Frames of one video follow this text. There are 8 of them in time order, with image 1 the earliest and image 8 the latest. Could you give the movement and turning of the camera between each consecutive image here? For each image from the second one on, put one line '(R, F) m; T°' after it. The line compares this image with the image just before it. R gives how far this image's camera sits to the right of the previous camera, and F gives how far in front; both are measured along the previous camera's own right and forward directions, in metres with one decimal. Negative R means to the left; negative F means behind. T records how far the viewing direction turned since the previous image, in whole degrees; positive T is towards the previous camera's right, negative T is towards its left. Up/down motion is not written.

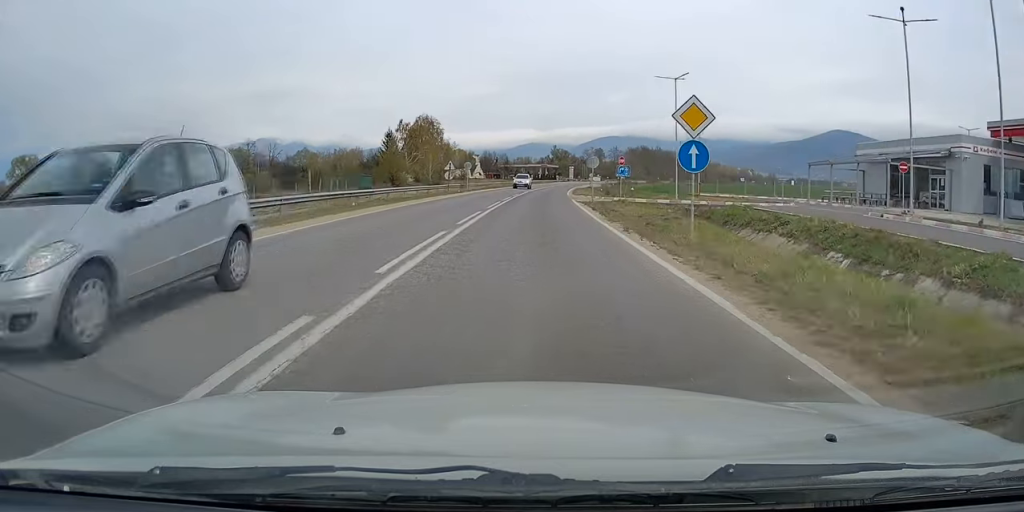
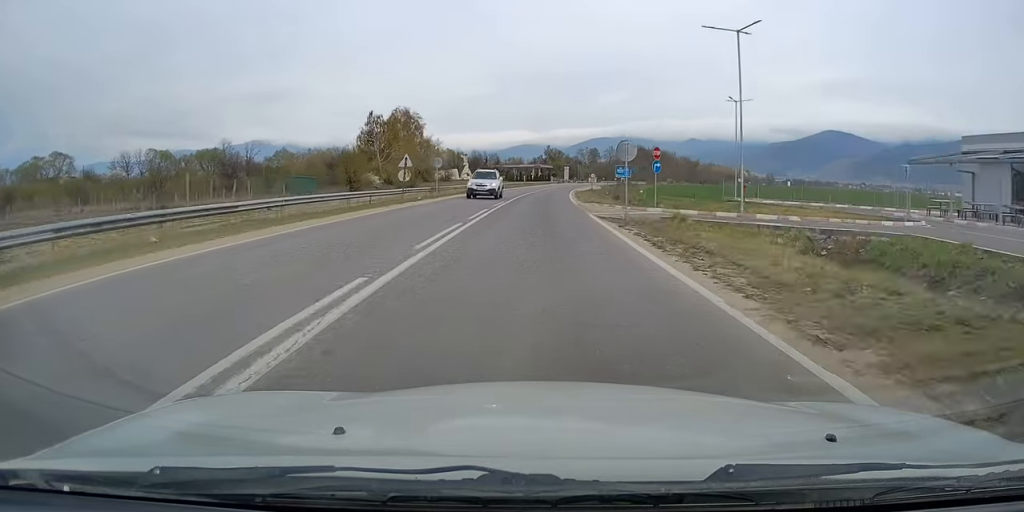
(-0.2, +15.0) m; 0°
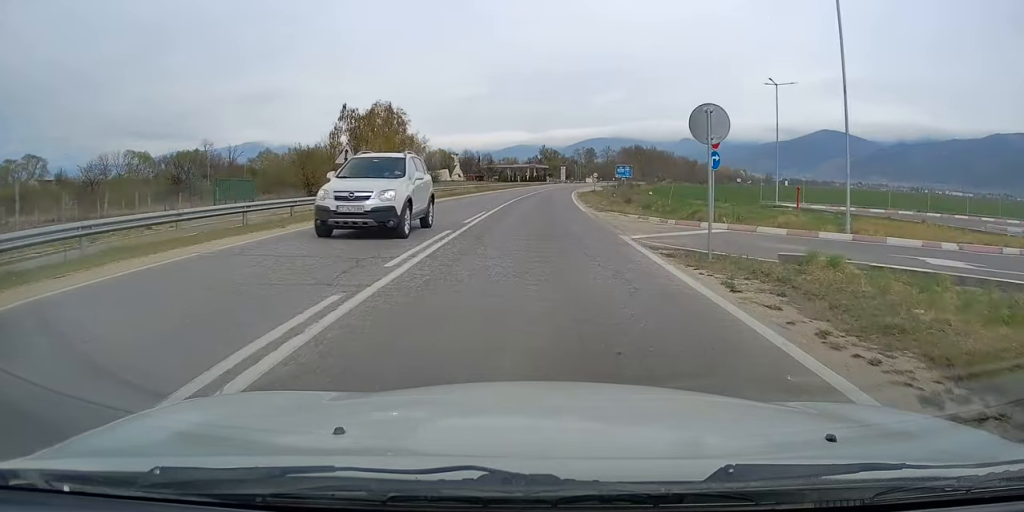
(+0.2, +10.4) m; +1°
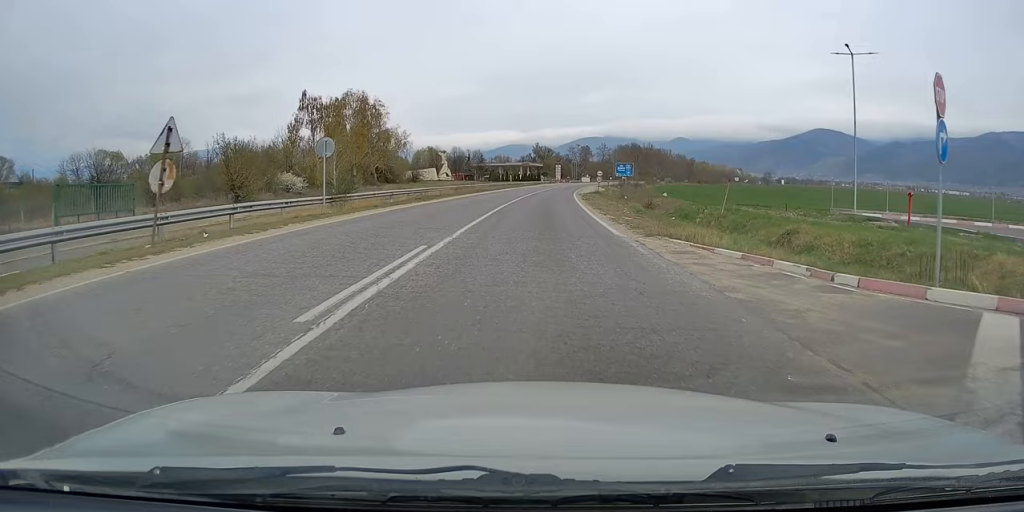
(+0.1, +12.2) m; +1°
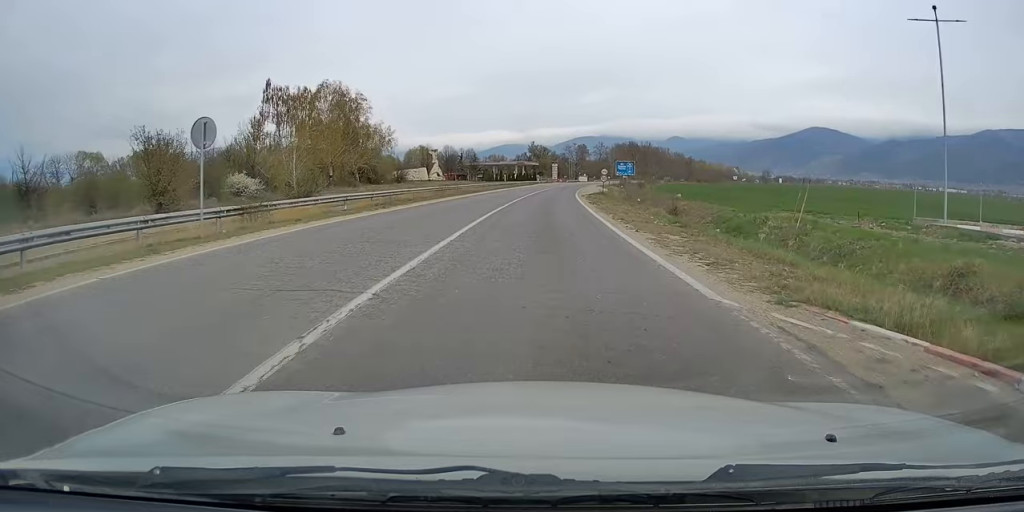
(0.0, +8.4) m; +1°
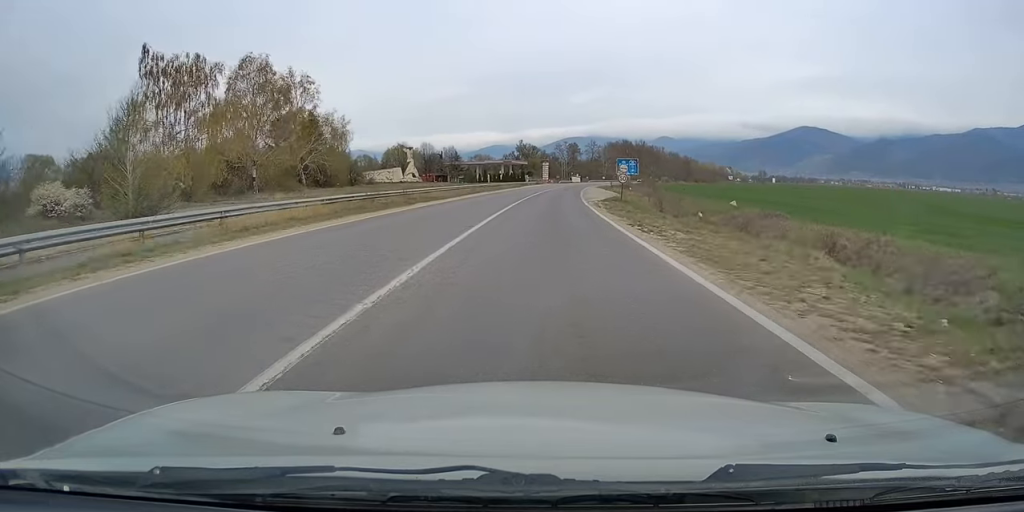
(+0.3, +19.1) m; +1°
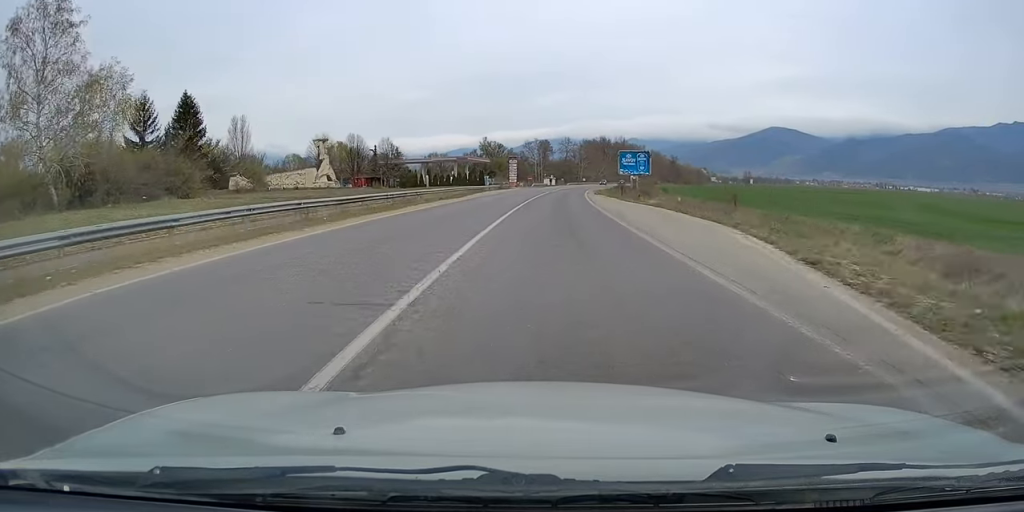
(+0.2, +40.4) m; +2°
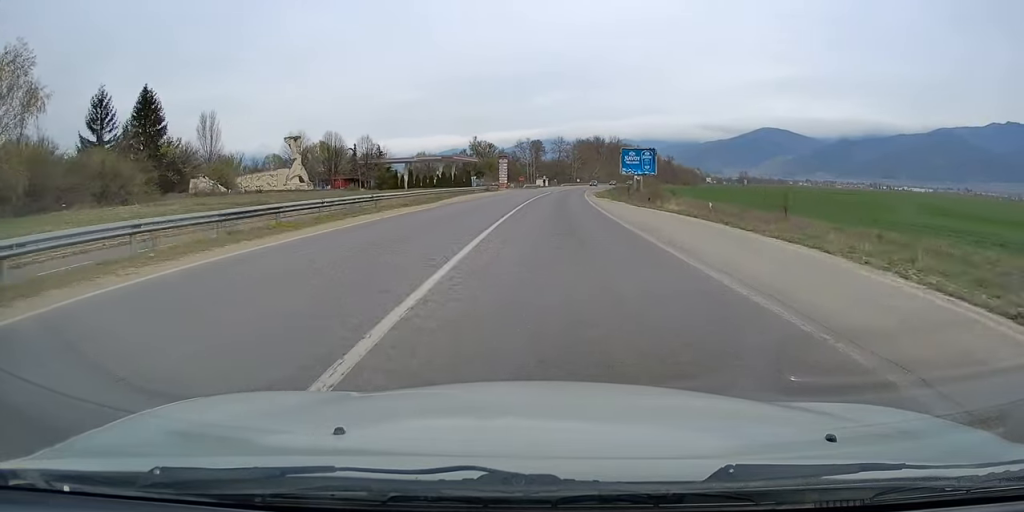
(+0.2, +9.0) m; +1°
